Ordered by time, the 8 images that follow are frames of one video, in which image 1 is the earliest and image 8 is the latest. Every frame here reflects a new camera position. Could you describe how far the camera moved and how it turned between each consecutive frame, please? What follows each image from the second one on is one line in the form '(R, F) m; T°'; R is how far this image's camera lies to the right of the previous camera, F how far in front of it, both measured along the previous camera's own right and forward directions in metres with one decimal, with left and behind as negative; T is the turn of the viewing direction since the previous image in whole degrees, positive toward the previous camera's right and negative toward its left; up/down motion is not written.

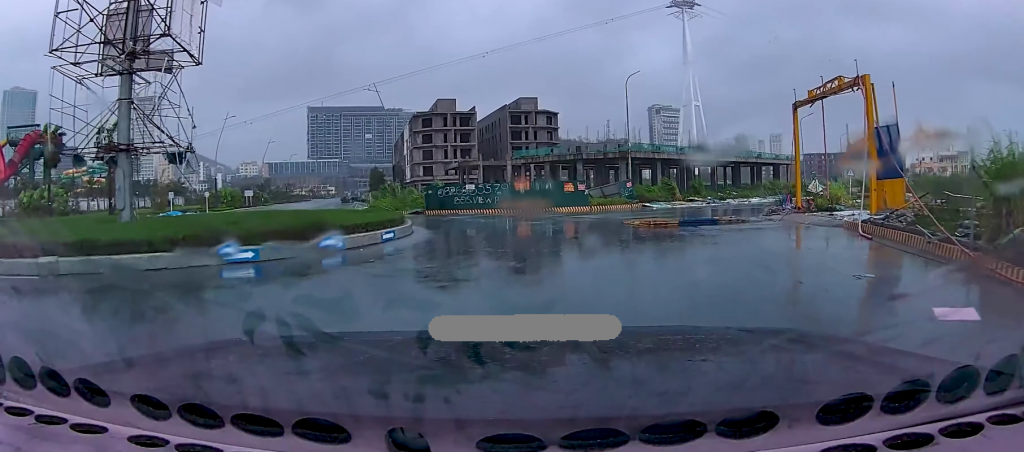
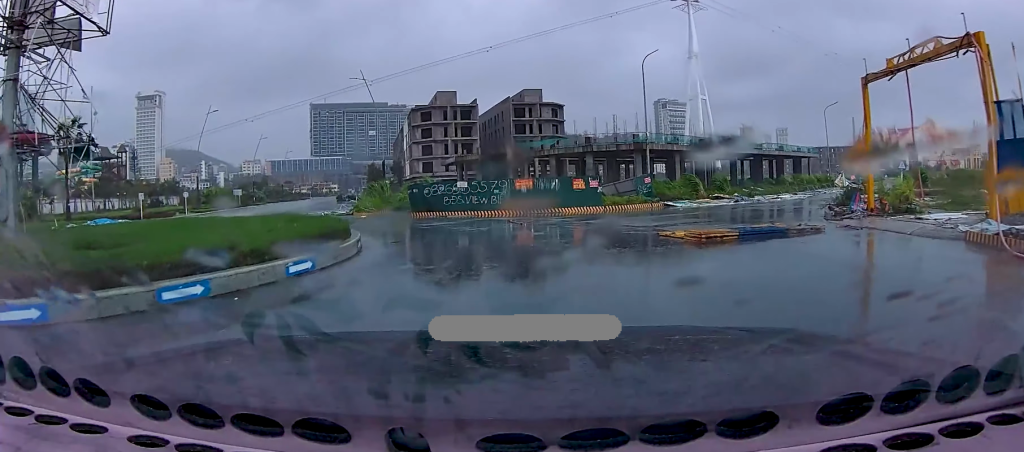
(+0.1, +6.5) m; +1°
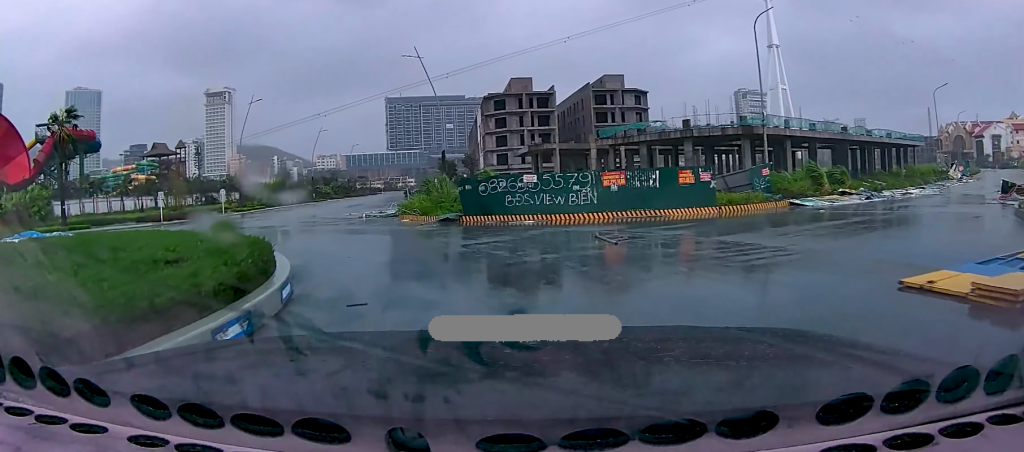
(+0.1, +9.0) m; -5°
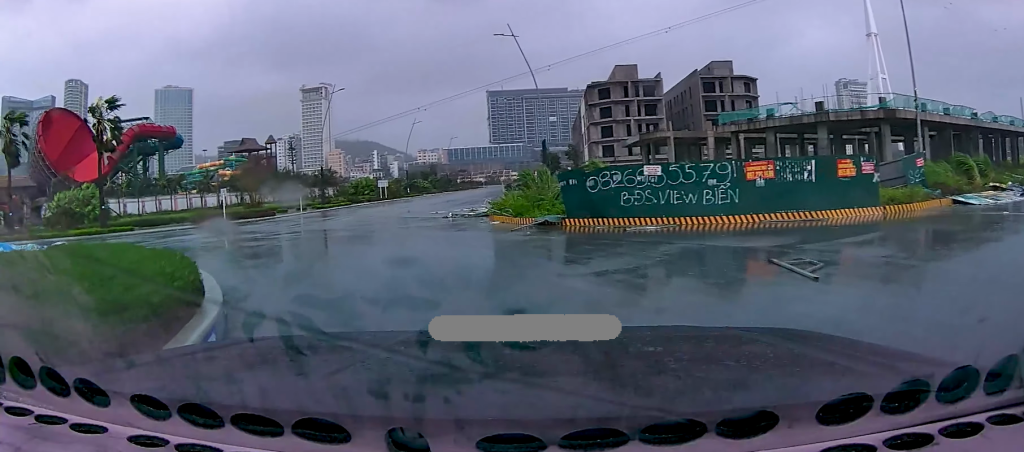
(-0.6, +5.8) m; -14°
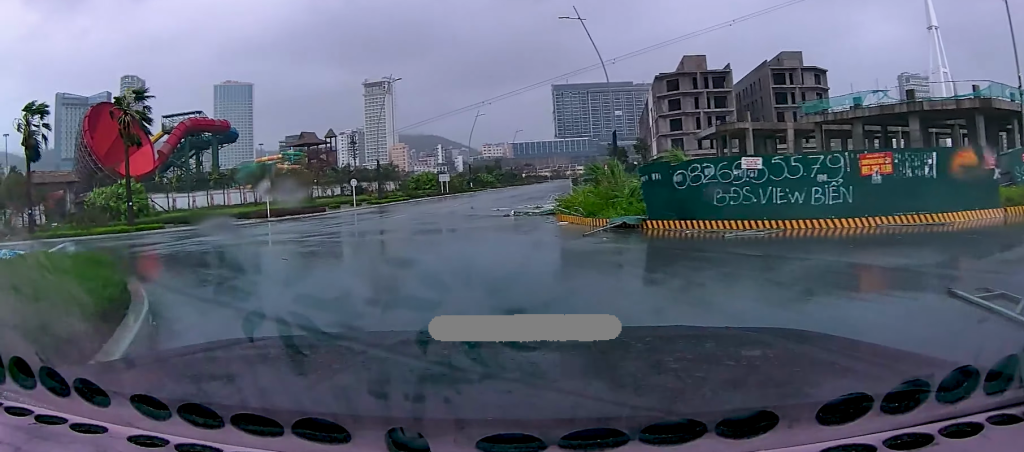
(-0.3, +3.4) m; -9°
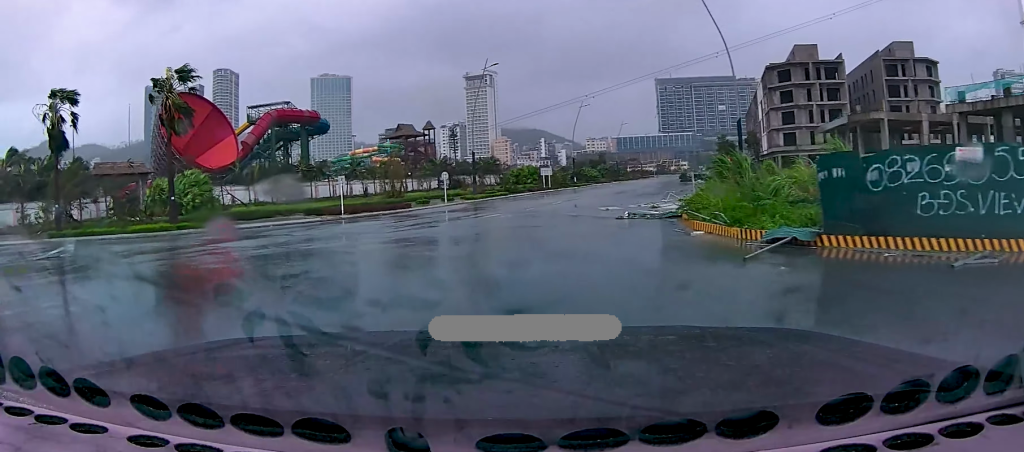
(-0.6, +5.4) m; -11°
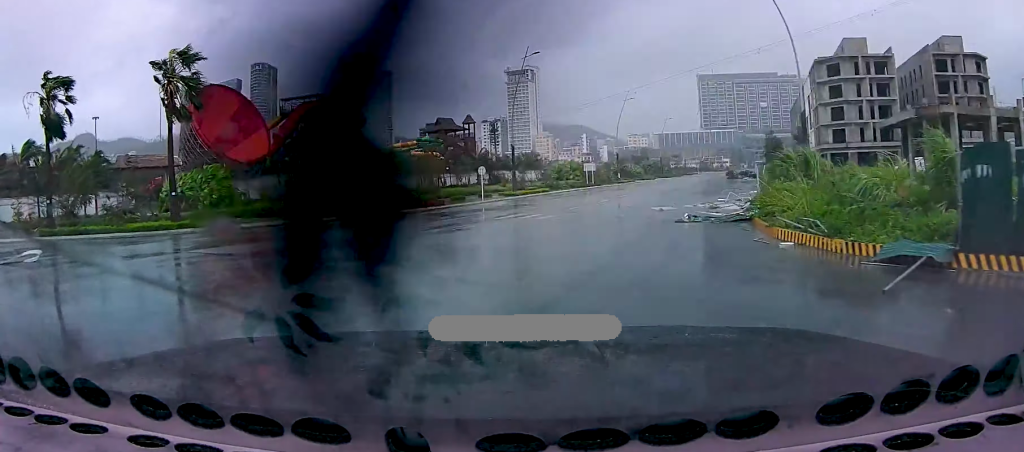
(-0.5, +3.4) m; -1°
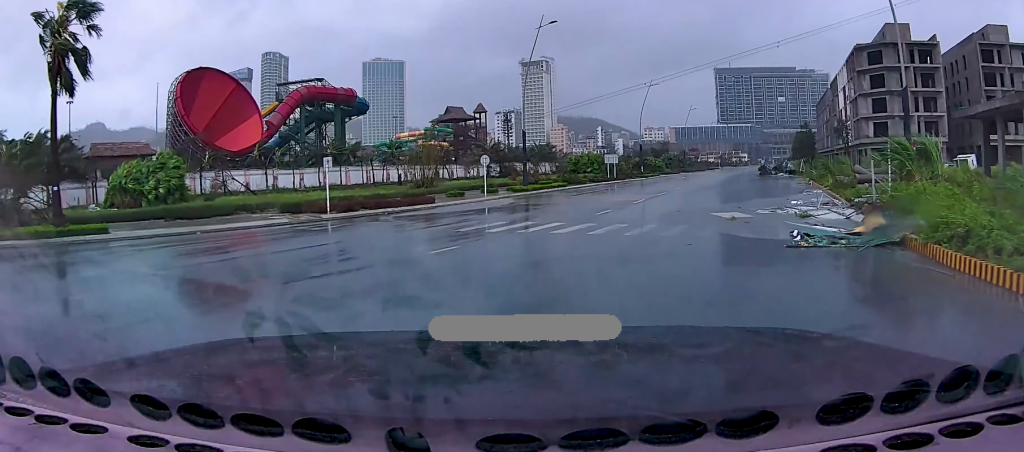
(+0.5, +8.8) m; +2°
